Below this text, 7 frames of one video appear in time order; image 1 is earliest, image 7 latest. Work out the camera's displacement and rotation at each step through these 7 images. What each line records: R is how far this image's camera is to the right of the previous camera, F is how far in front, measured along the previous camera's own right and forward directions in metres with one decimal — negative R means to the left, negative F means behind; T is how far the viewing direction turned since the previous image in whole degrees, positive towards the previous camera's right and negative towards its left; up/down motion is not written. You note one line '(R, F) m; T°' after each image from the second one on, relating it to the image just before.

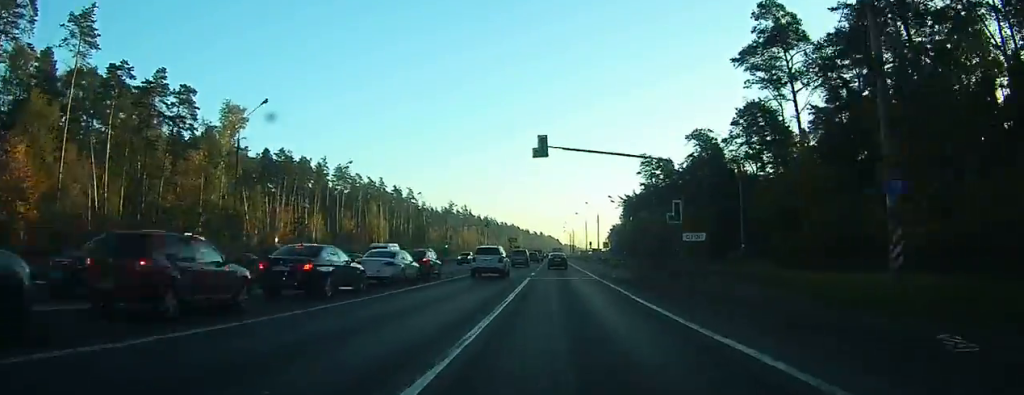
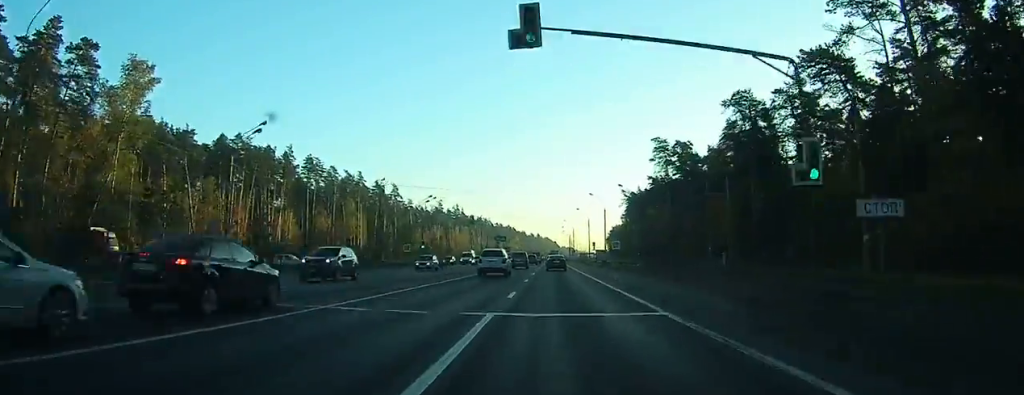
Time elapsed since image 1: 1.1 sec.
(0.0, +19.5) m; 0°
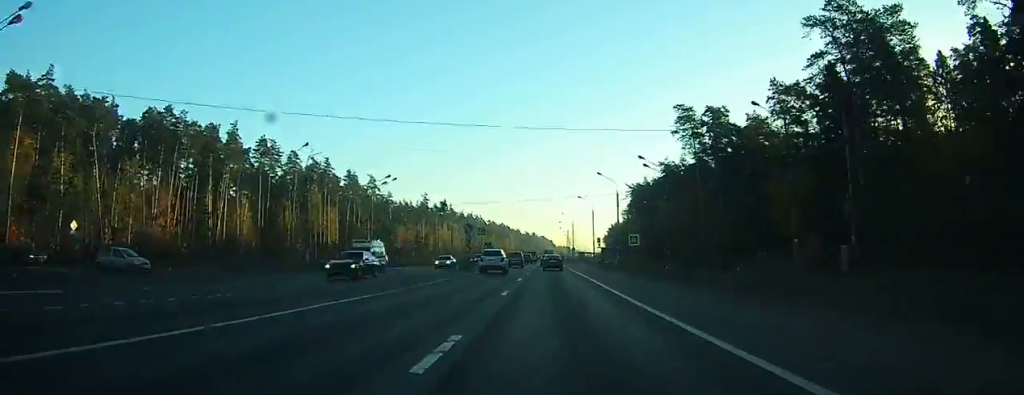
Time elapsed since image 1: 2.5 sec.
(+0.1, +22.8) m; 0°
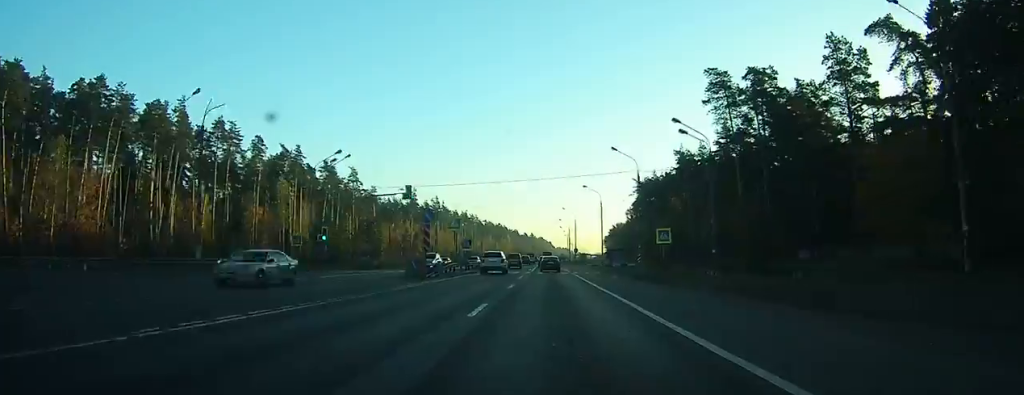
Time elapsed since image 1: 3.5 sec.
(+0.1, +17.4) m; 0°
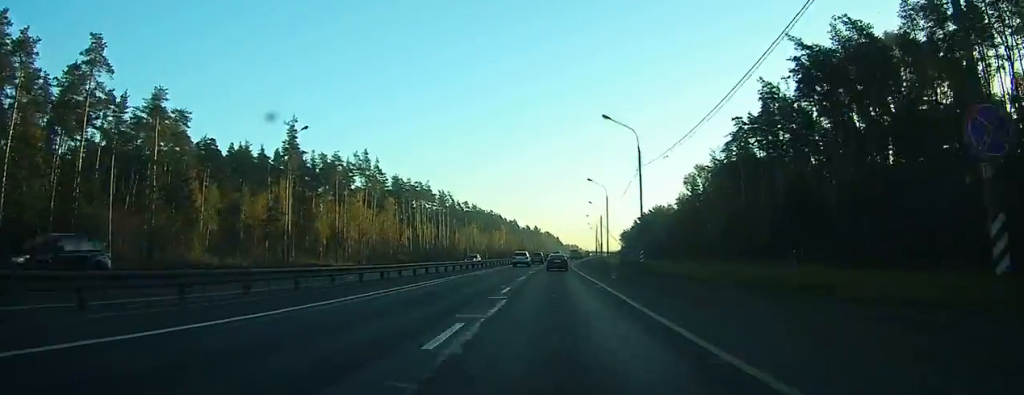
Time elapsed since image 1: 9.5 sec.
(-0.1, +114.5) m; 0°
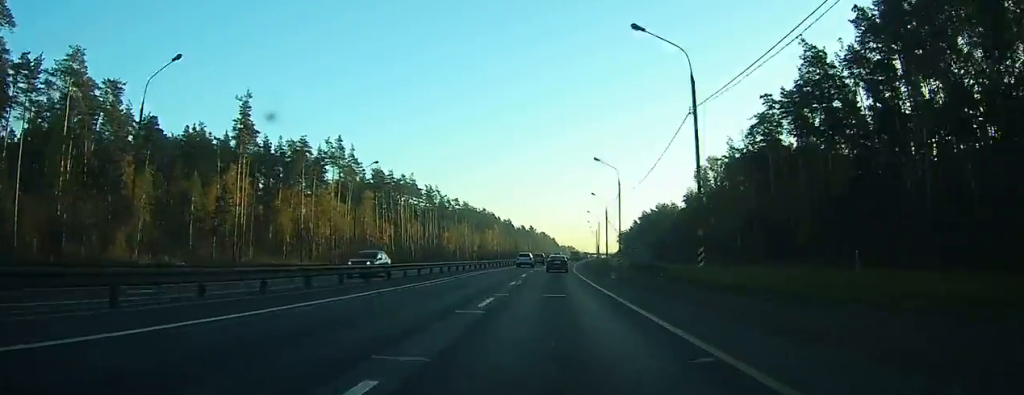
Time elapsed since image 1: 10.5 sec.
(0.0, +17.3) m; 0°
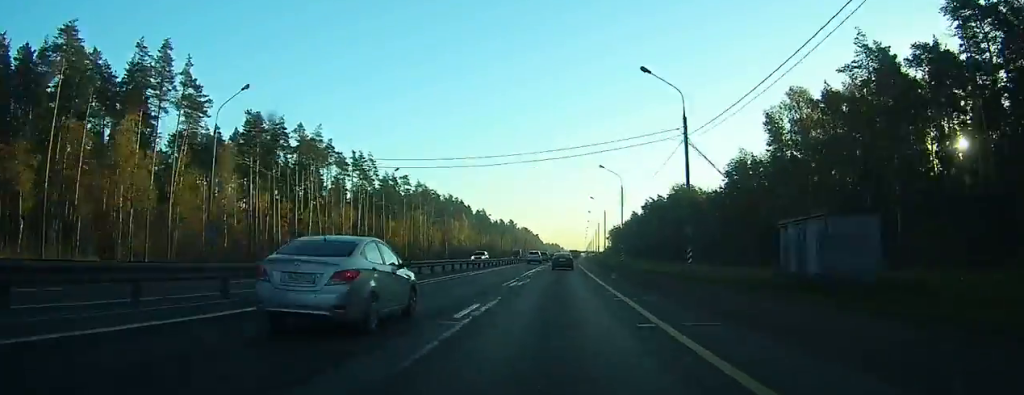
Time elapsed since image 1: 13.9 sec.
(+1.0, +61.5) m; +2°
